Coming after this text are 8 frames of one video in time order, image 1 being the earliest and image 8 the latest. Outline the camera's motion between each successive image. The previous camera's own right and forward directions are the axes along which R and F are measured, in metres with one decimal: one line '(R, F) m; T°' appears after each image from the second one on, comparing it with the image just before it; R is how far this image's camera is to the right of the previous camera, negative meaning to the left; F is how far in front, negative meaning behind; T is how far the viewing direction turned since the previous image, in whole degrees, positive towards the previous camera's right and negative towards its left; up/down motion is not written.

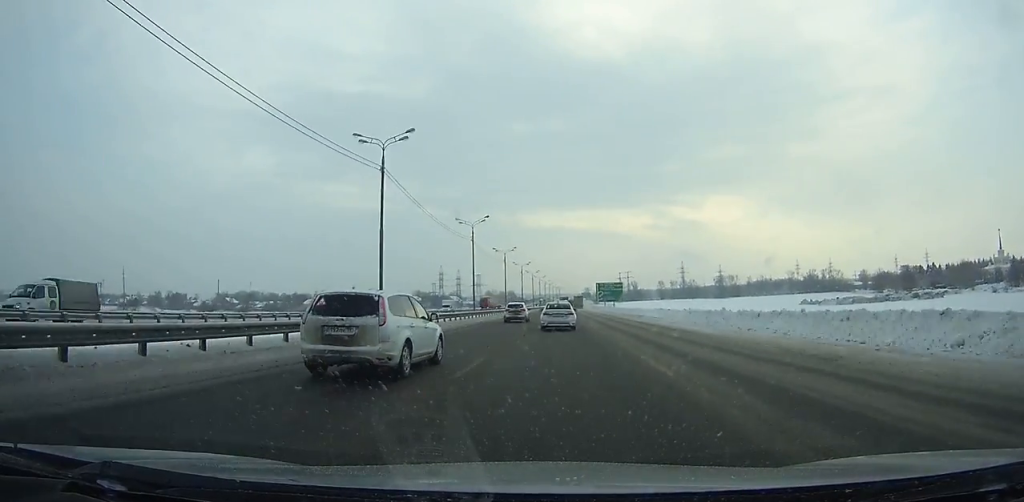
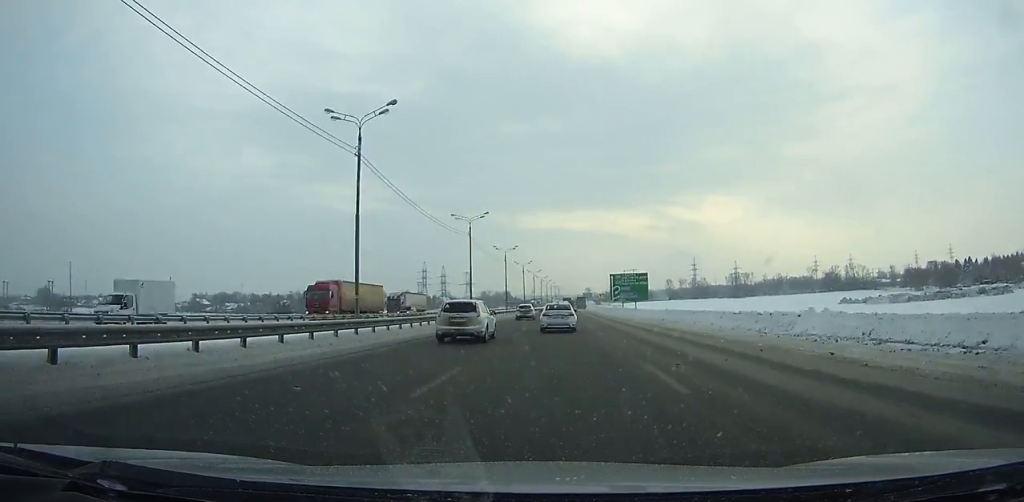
(0.0, +50.4) m; 0°
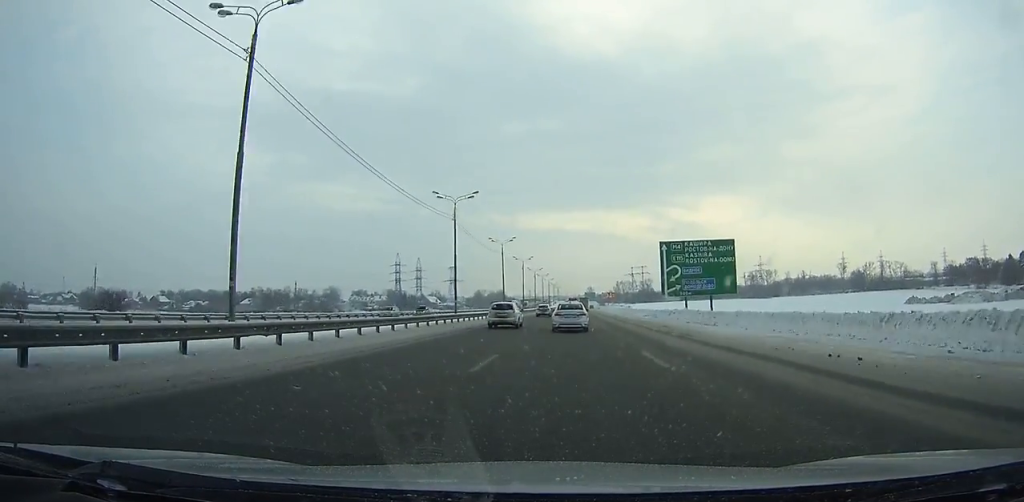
(+0.2, +59.8) m; +1°
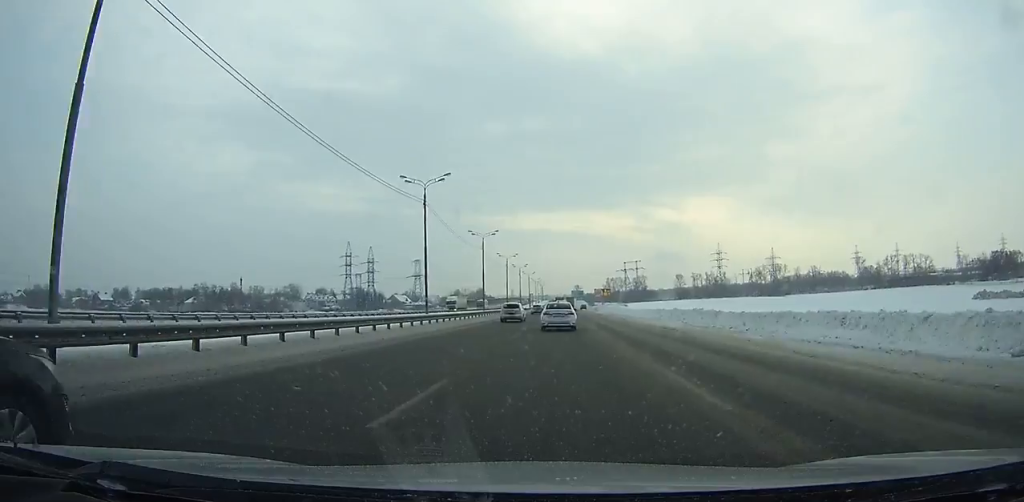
(+0.4, +53.5) m; +1°
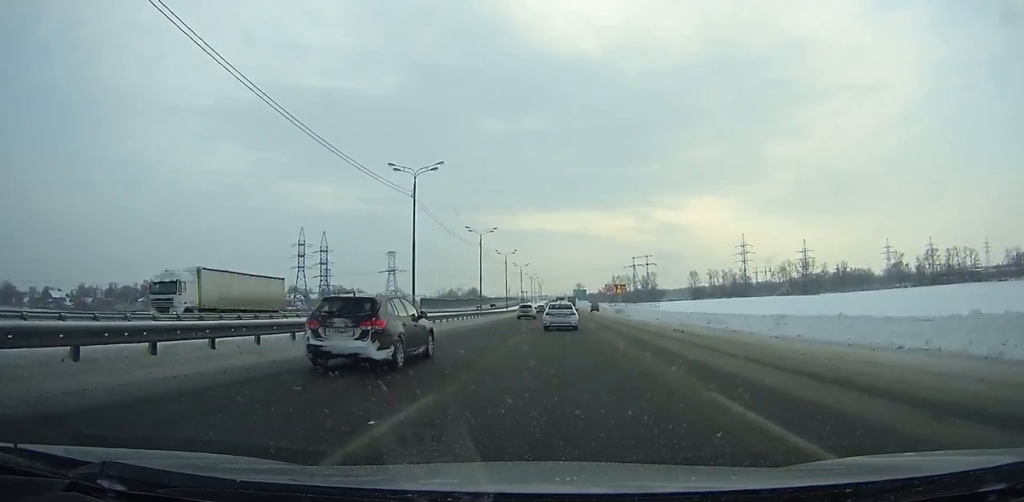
(+0.3, +49.3) m; 0°
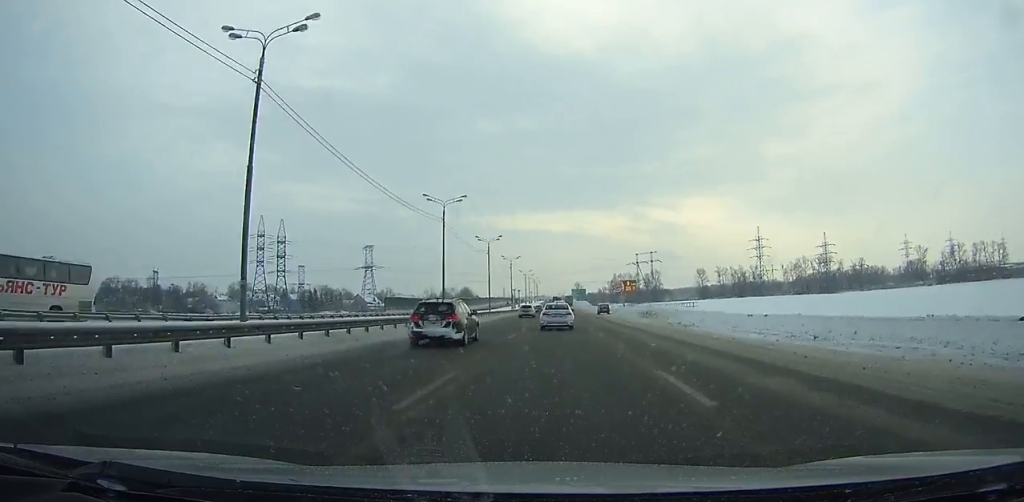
(+0.1, +30.2) m; 0°
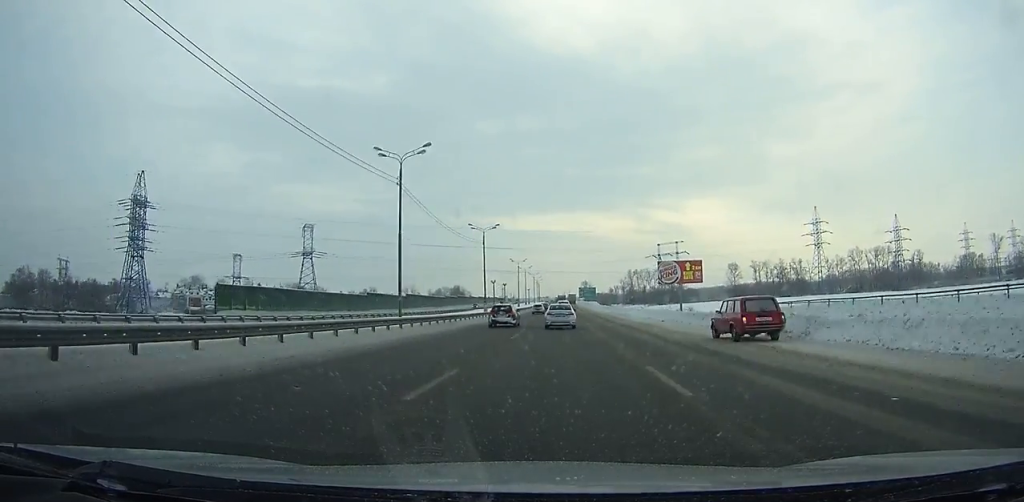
(-0.2, +64.5) m; 0°
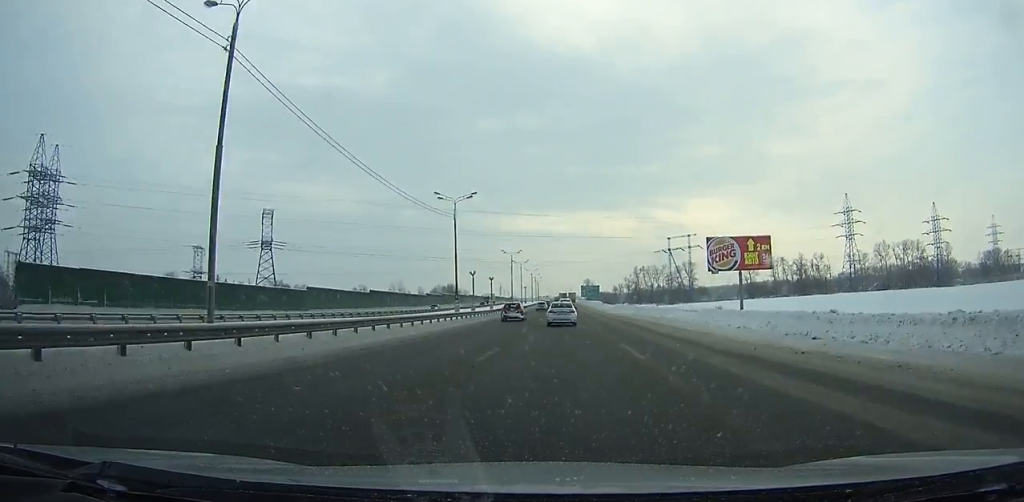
(0.0, +26.8) m; 0°
